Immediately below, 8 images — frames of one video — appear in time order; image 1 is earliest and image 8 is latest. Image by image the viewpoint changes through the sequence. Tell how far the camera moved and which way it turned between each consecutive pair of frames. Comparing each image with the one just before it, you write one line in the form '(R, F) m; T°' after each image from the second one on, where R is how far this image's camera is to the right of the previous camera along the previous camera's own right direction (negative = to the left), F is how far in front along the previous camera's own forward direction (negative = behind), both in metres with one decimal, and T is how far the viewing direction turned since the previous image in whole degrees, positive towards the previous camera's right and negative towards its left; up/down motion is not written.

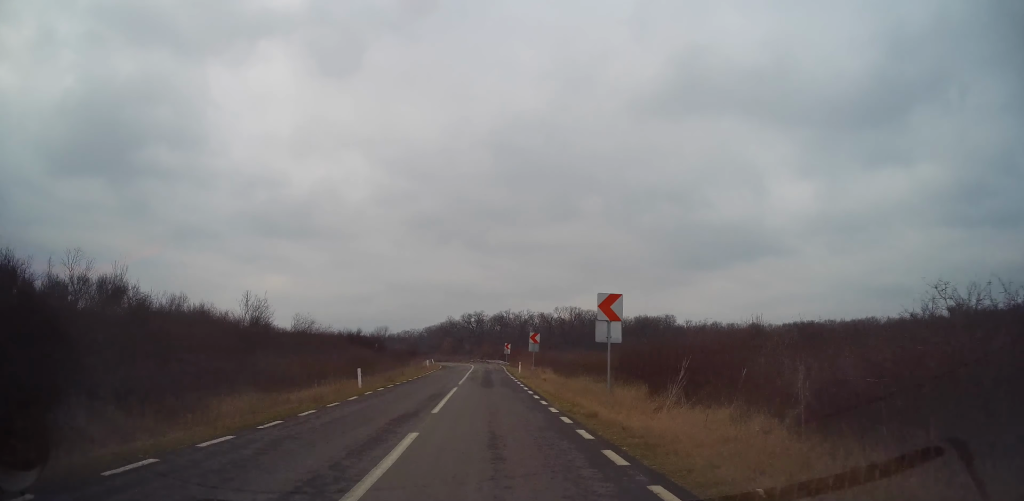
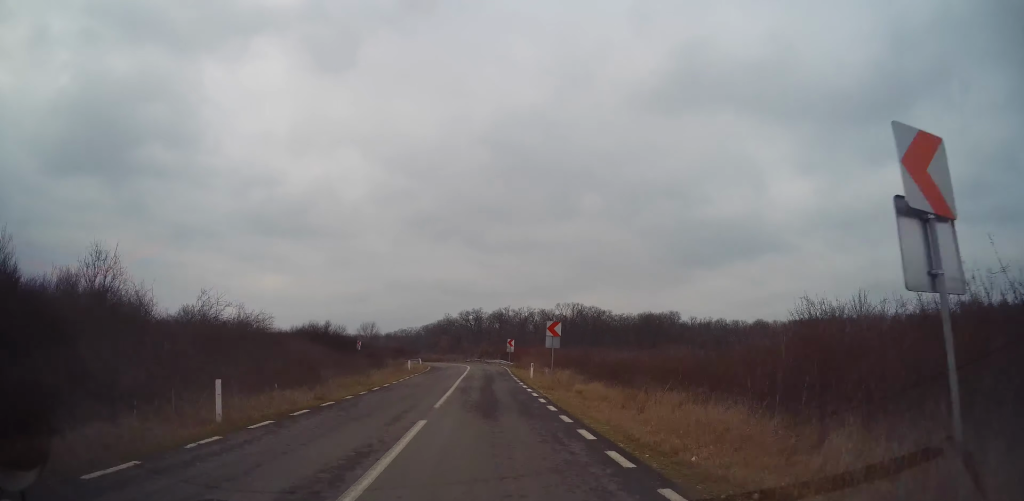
(+0.1, +10.4) m; 0°
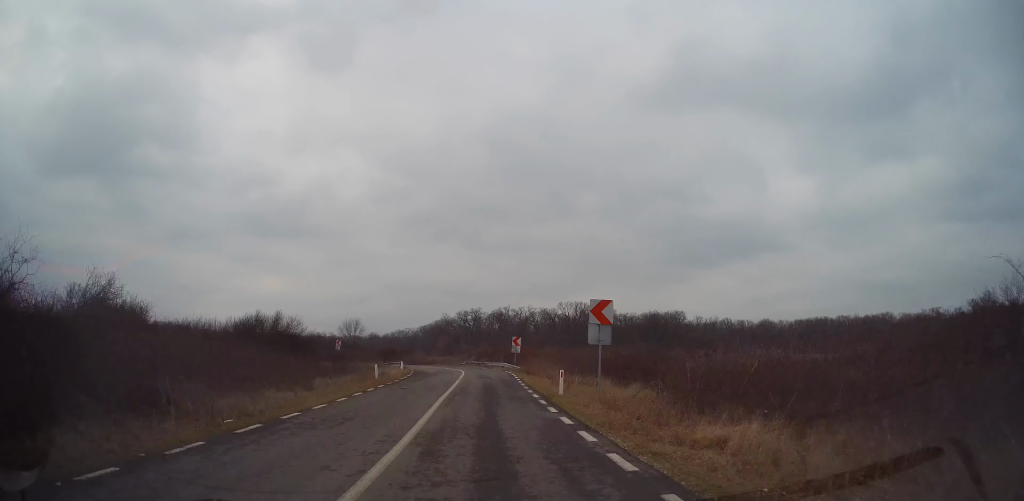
(+0.3, +10.7) m; 0°
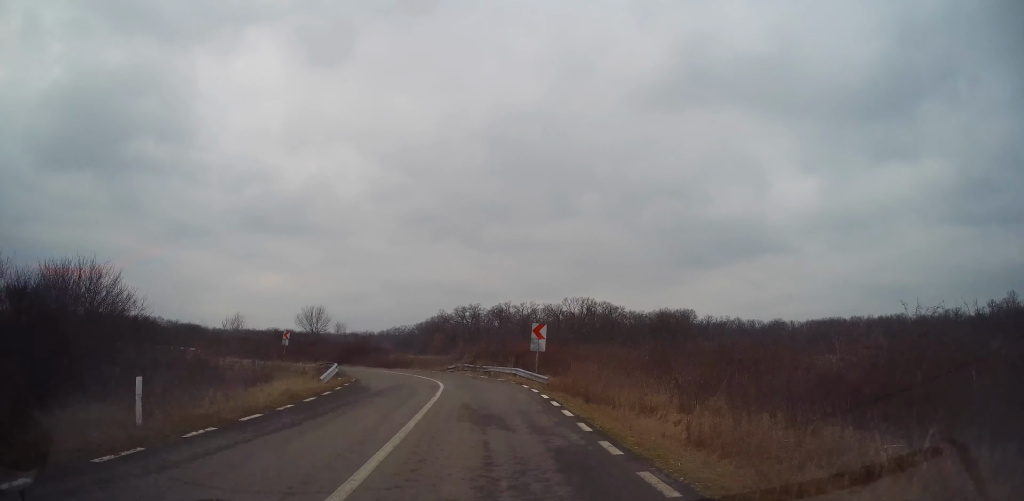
(-0.4, +17.9) m; -2°
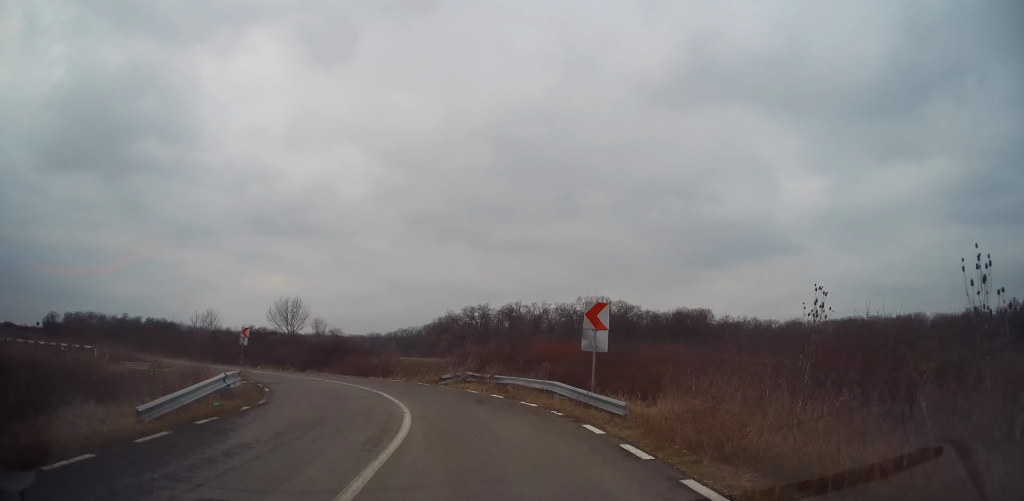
(-0.1, +11.2) m; -2°
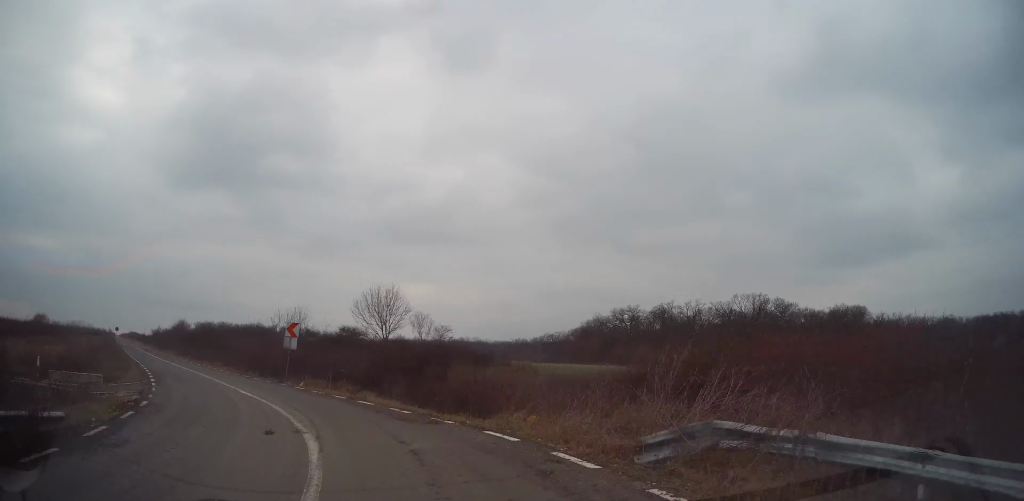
(-0.5, +16.9) m; -10°
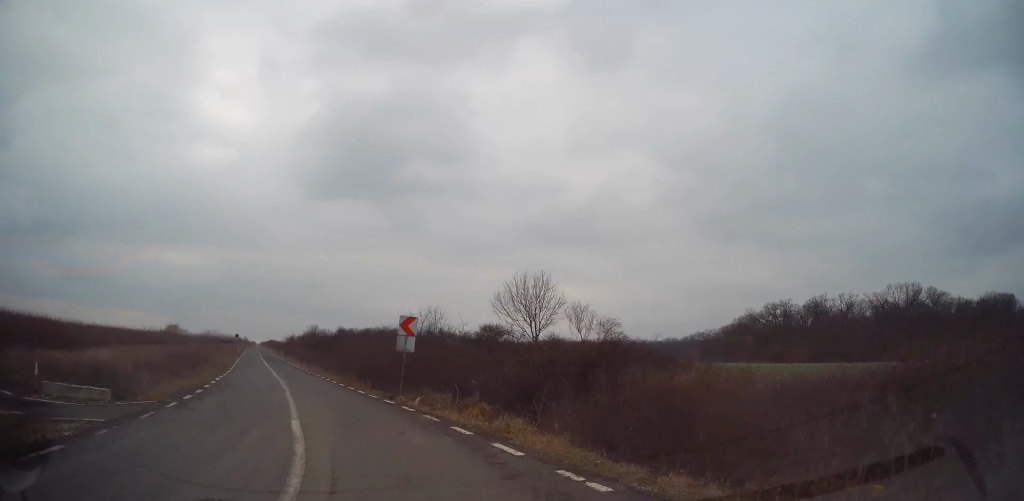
(-1.0, +7.7) m; -15°
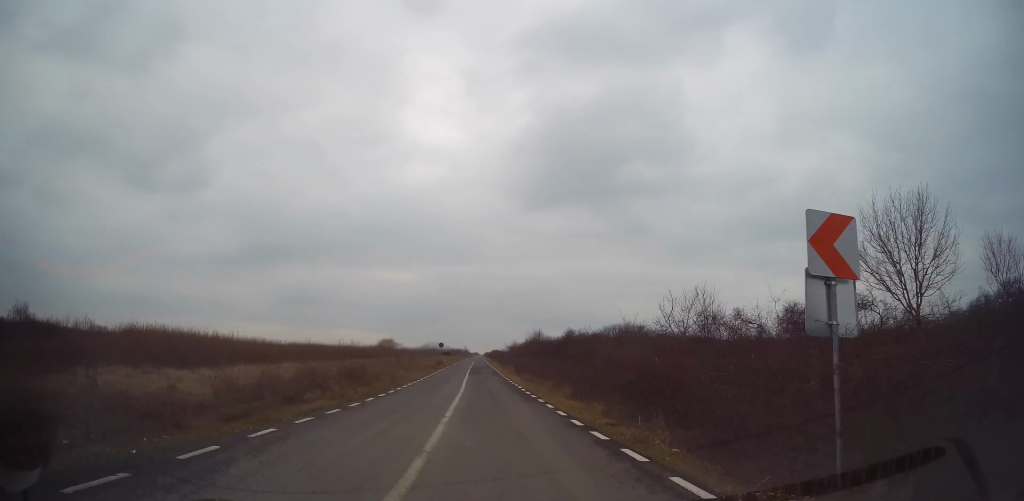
(-3.7, +14.0) m; -24°
